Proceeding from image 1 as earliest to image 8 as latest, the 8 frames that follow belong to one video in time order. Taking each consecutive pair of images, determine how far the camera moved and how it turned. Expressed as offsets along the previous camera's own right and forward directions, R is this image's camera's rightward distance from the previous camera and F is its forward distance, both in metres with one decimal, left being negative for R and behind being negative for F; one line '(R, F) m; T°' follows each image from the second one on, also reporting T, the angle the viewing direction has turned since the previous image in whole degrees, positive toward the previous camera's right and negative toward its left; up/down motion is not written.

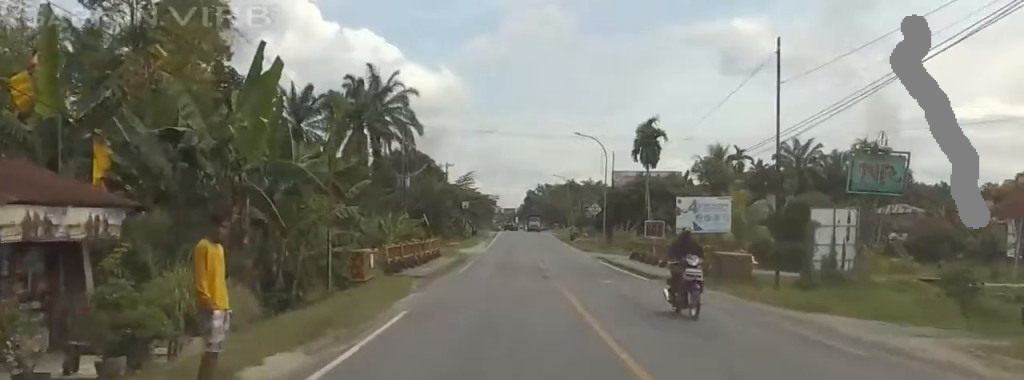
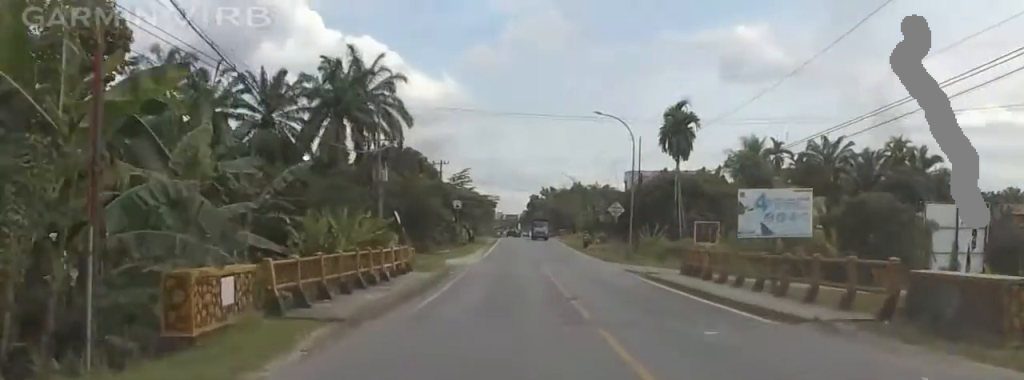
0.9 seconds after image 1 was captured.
(0.0, +13.4) m; +1°
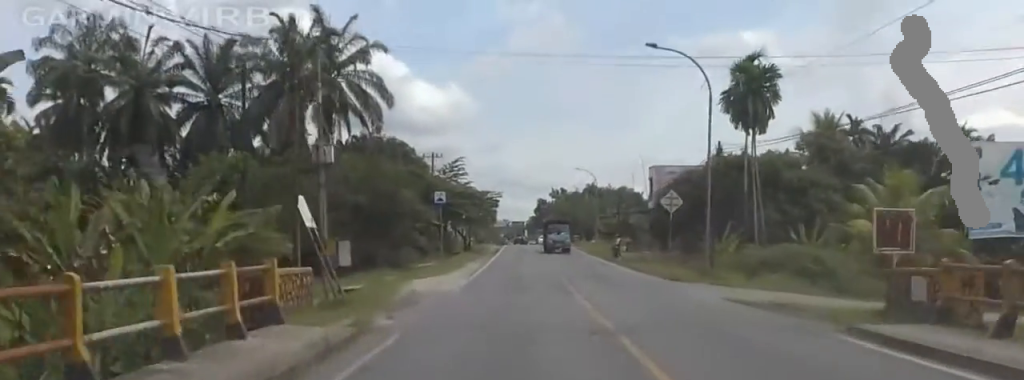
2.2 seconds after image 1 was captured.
(+0.2, +18.7) m; 0°
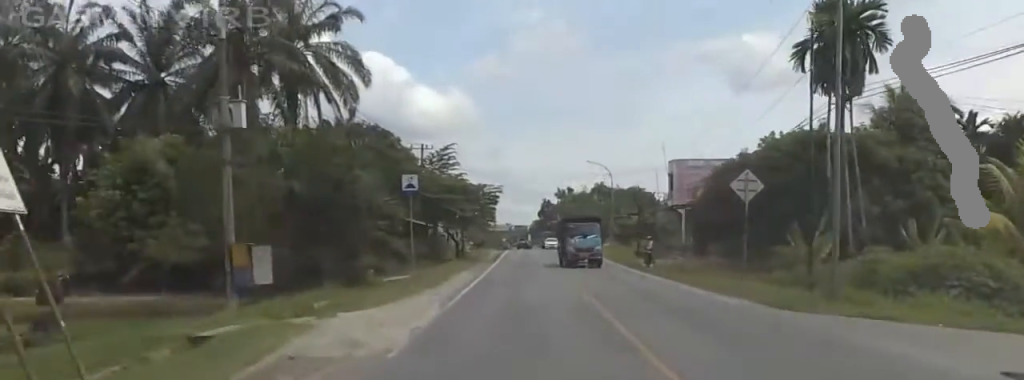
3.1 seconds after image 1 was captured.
(-0.1, +12.7) m; +1°
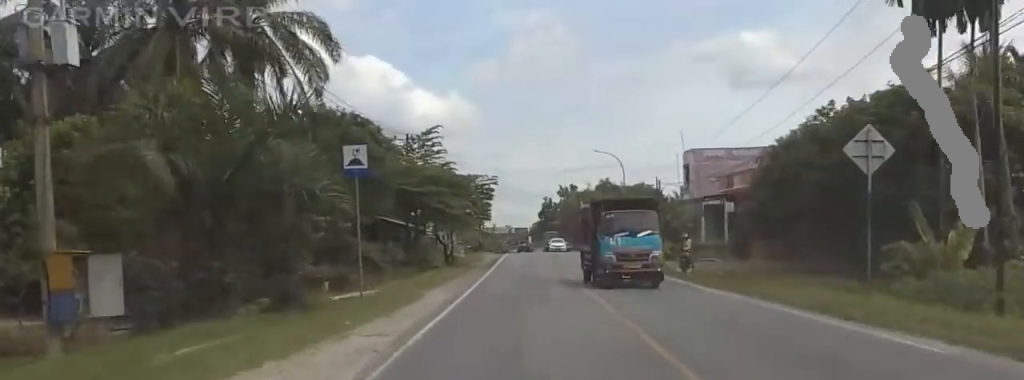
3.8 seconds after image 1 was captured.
(+0.1, +9.8) m; 0°
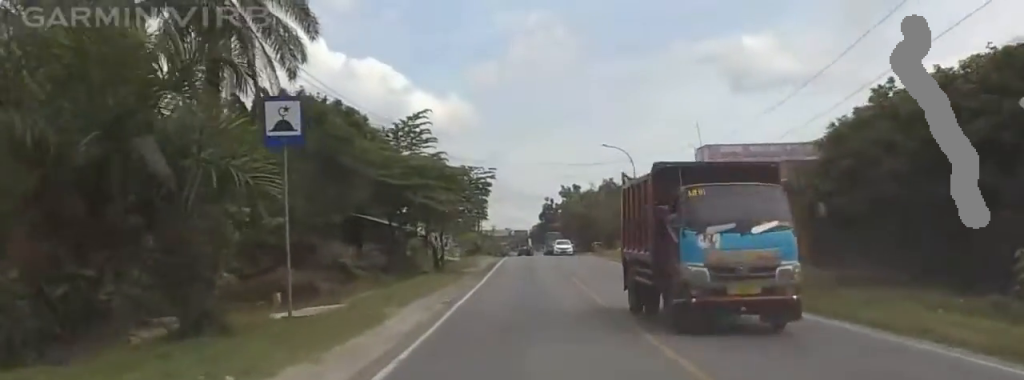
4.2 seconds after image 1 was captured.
(+0.3, +6.3) m; -1°
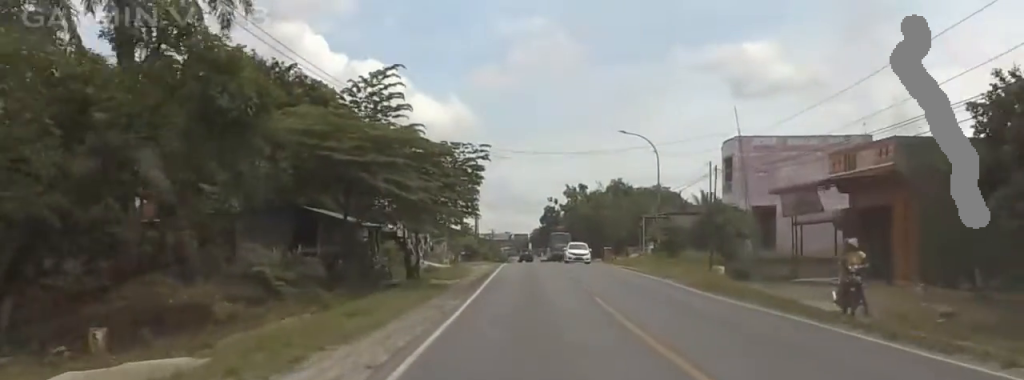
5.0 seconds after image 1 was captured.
(-0.3, +10.7) m; 0°
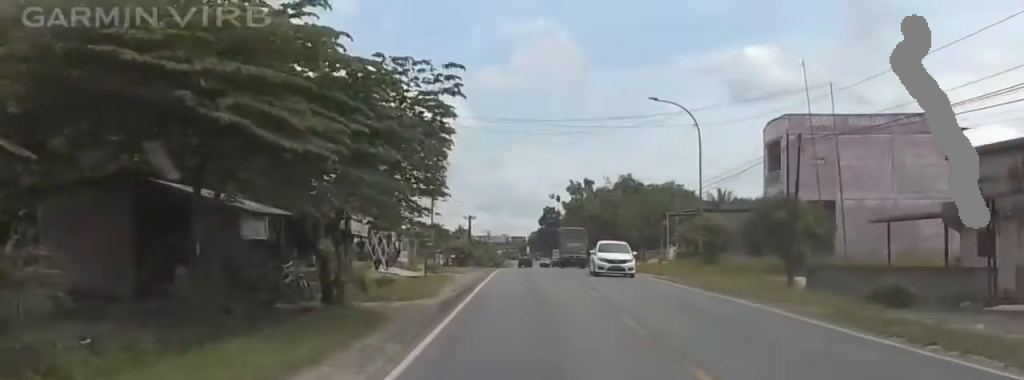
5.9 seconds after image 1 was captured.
(0.0, +13.5) m; +4°
